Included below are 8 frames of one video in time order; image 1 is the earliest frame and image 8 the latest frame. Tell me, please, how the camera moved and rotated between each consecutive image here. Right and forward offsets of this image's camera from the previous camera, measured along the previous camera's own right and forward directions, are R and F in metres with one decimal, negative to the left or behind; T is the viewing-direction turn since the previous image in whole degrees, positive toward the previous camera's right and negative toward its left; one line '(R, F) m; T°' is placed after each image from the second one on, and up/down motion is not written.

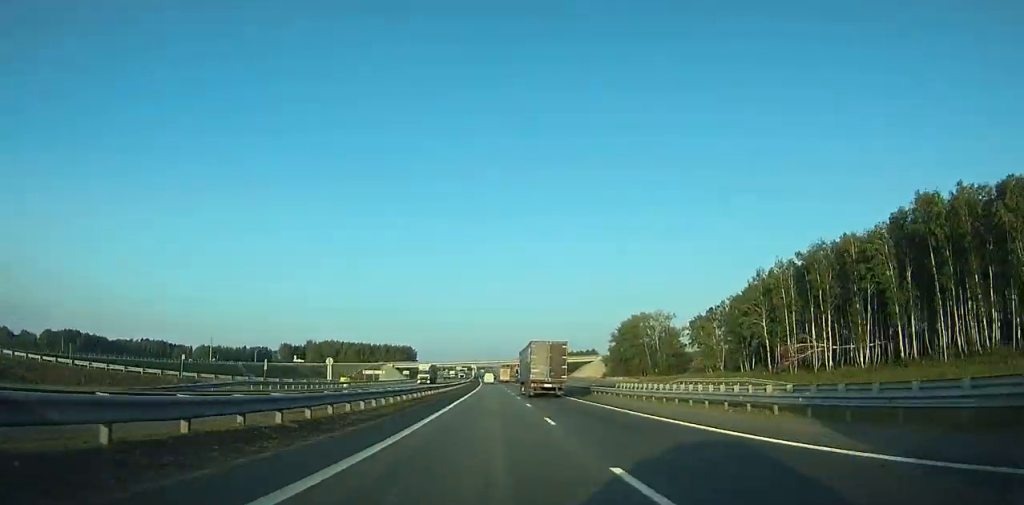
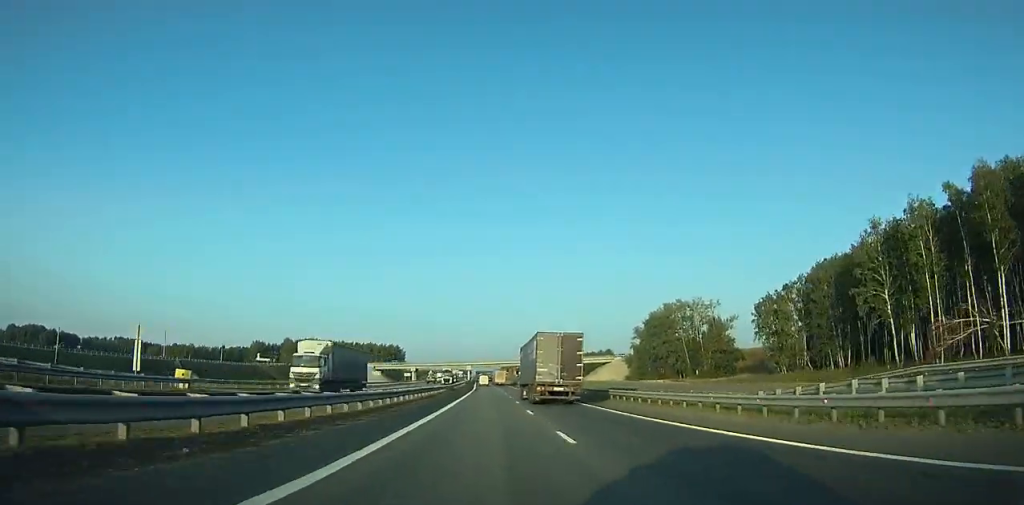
(-0.1, +39.6) m; 0°
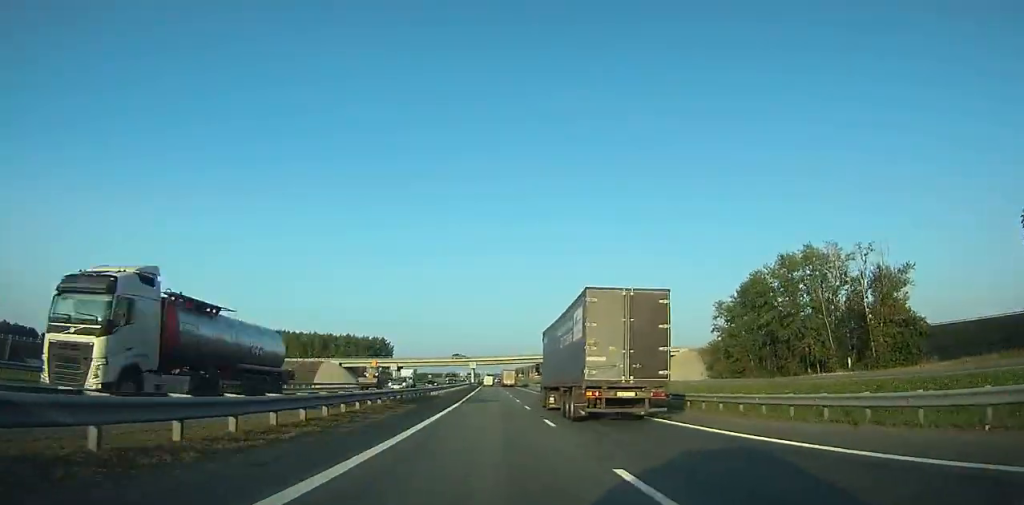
(+0.4, +65.4) m; 0°
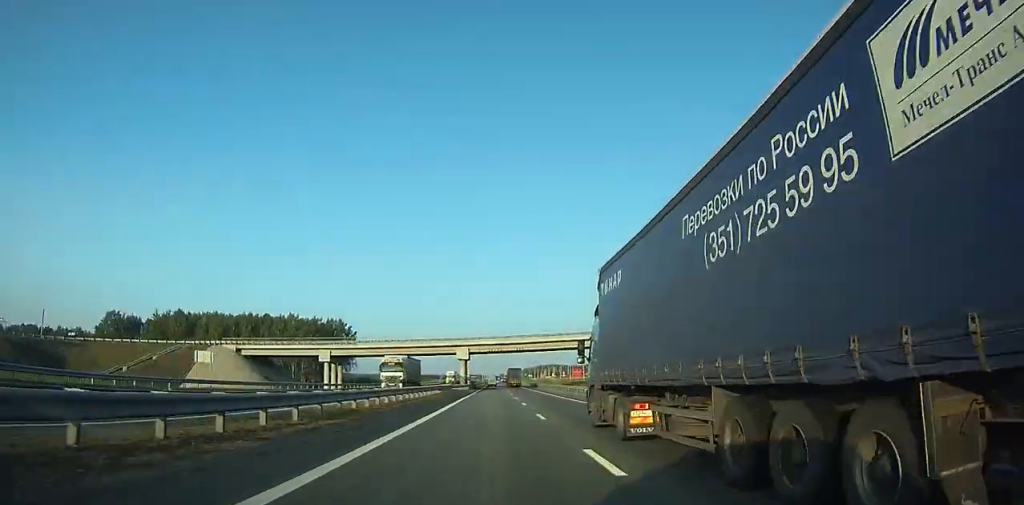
(-0.1, +69.6) m; 0°
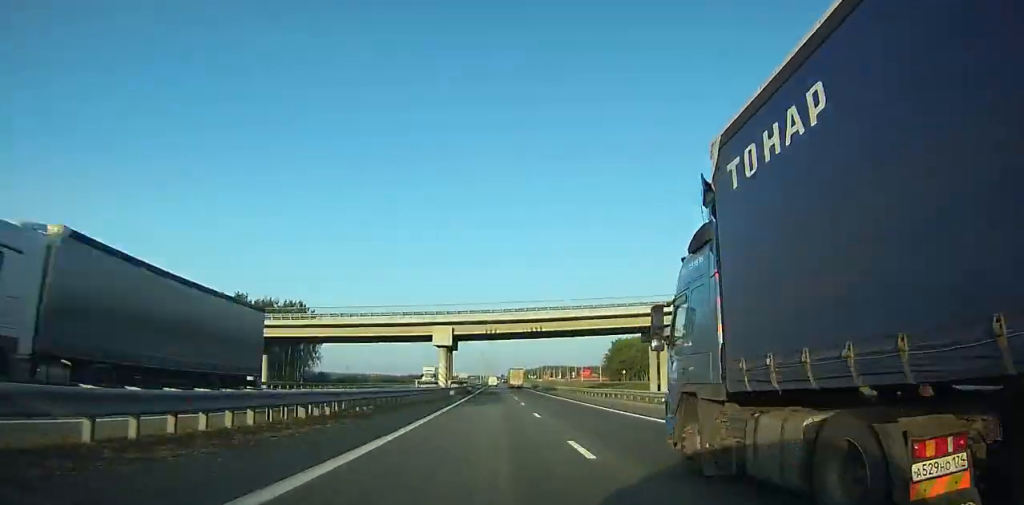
(-0.2, +33.8) m; 0°
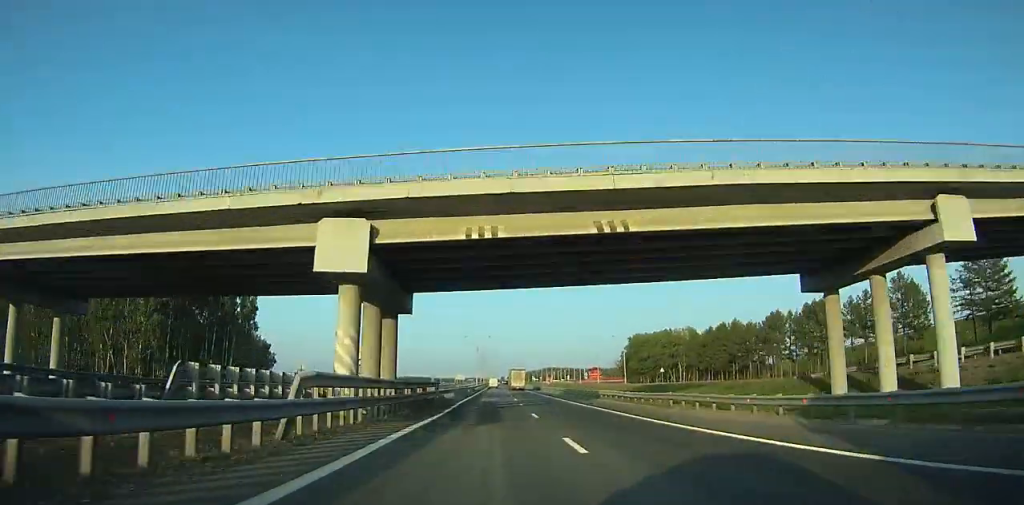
(0.0, +34.4) m; 0°
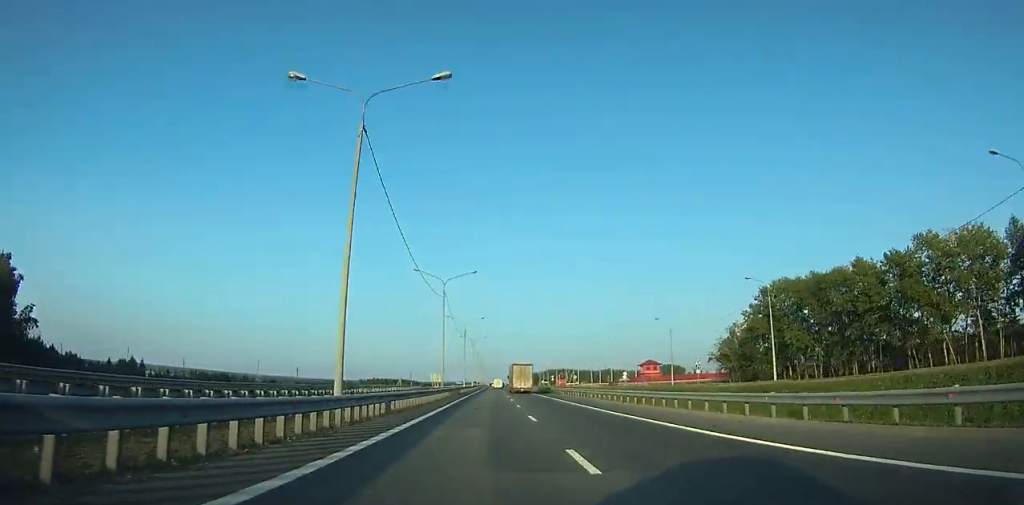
(+0.6, +122.3) m; 0°
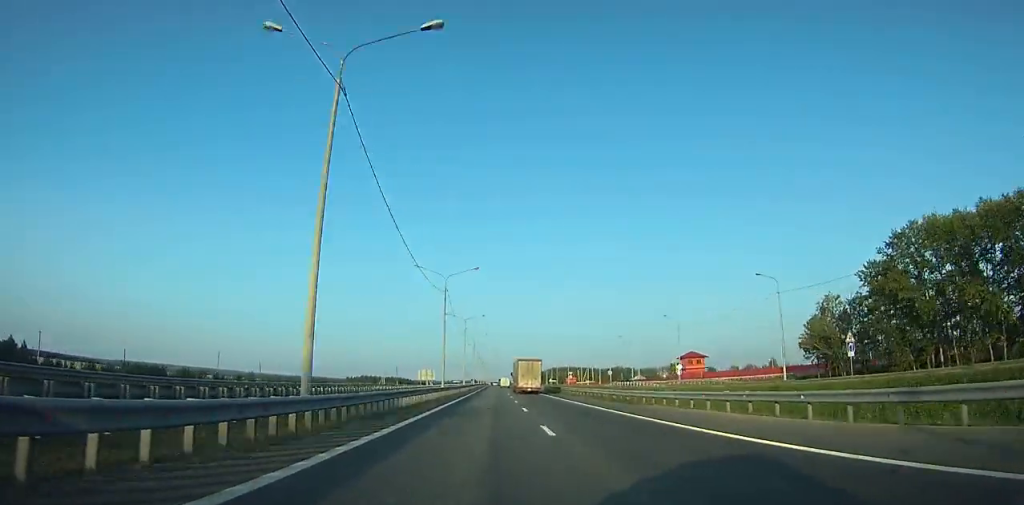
(+0.1, +41.5) m; 0°
